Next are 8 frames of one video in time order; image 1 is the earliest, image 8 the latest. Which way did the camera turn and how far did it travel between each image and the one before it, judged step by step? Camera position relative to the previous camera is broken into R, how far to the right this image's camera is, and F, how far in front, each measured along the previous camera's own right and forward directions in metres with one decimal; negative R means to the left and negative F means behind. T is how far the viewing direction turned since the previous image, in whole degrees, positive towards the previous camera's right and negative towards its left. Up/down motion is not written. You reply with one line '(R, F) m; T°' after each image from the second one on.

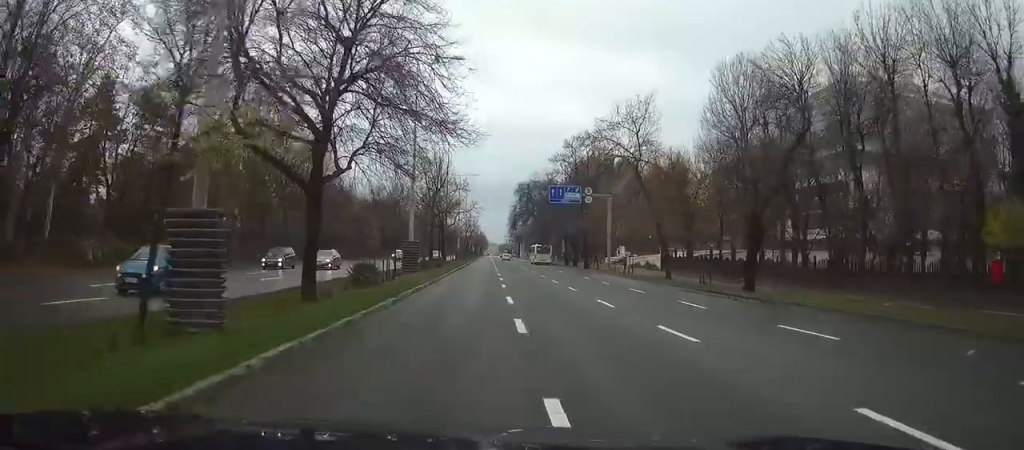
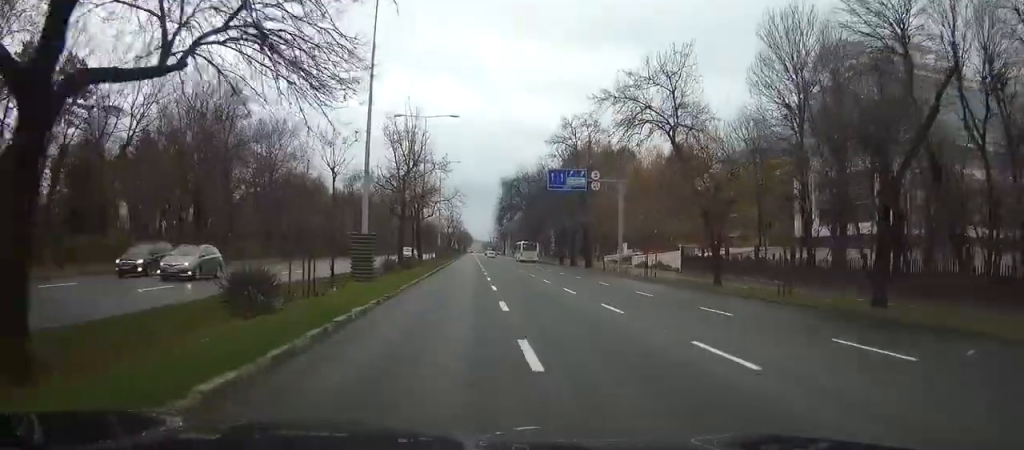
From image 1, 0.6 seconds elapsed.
(+0.2, +12.0) m; +2°
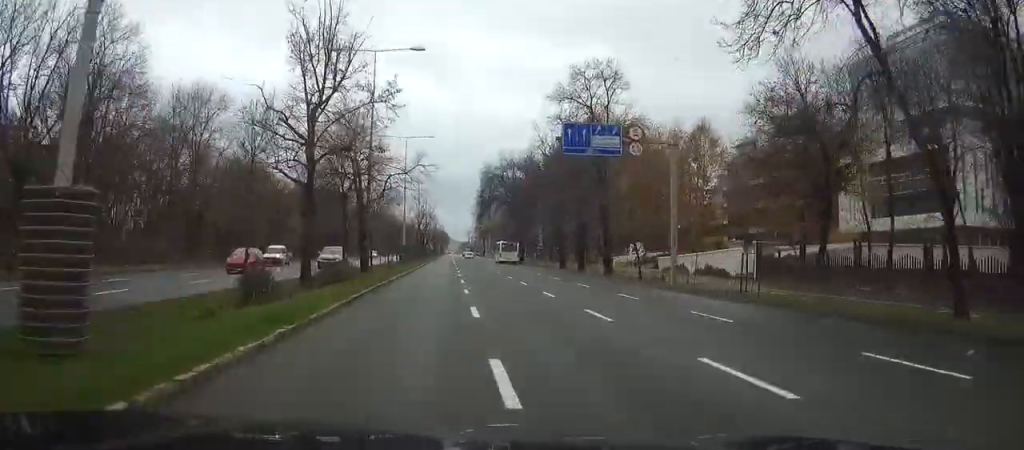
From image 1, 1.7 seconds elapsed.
(+0.5, +19.8) m; +2°
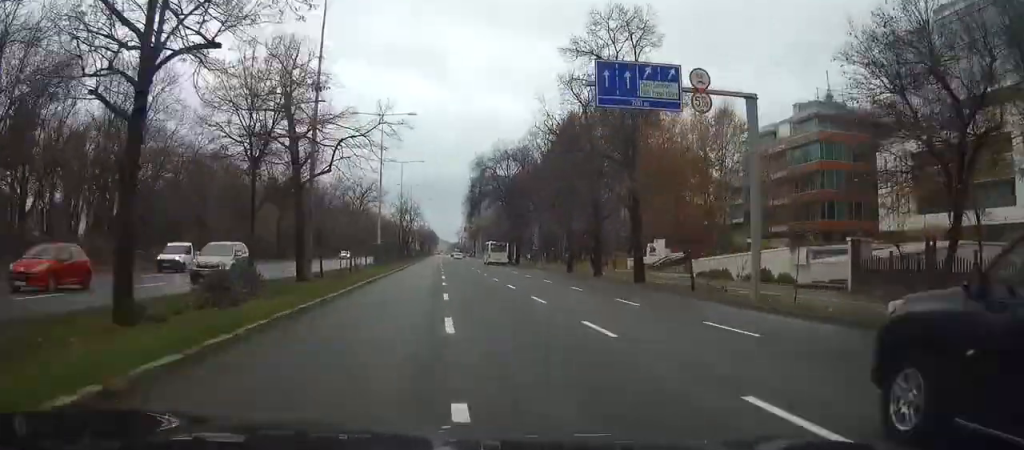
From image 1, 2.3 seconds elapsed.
(+0.1, +11.7) m; +1°
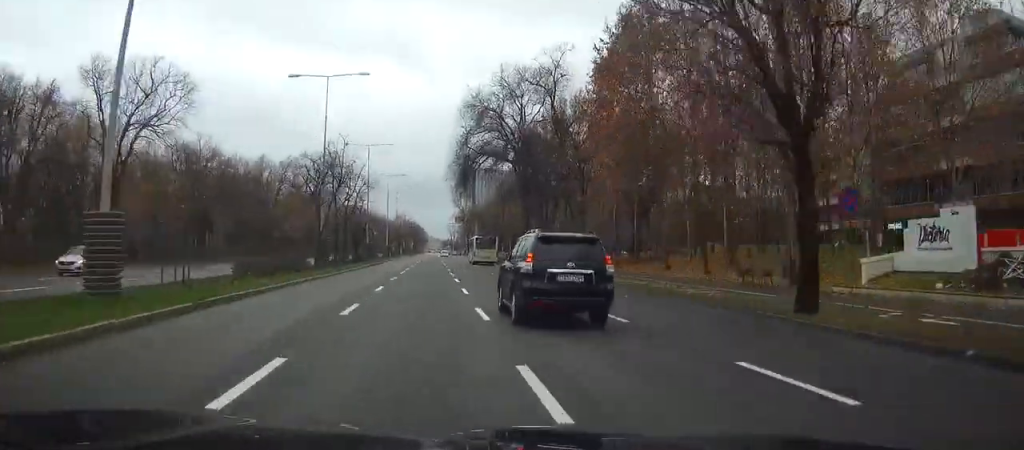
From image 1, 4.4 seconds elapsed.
(+0.6, +42.6) m; +1°
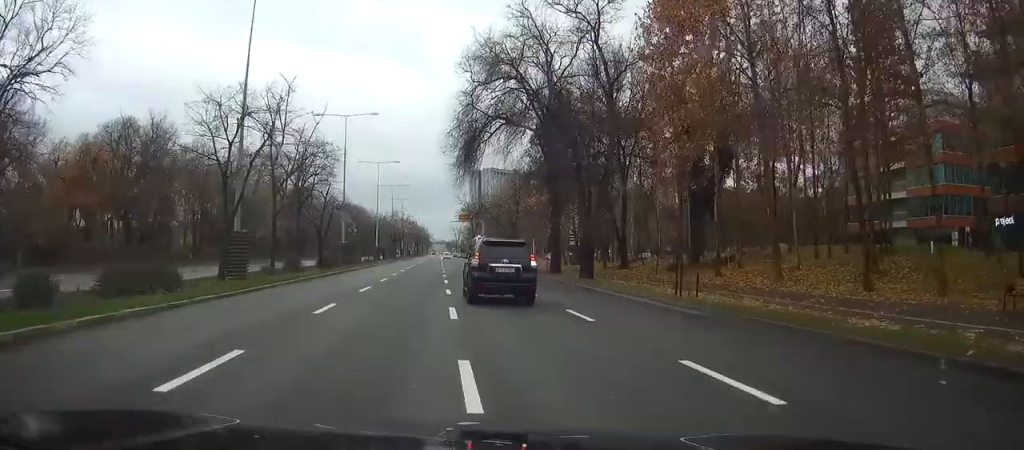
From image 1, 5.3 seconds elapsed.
(0.0, +17.5) m; 0°
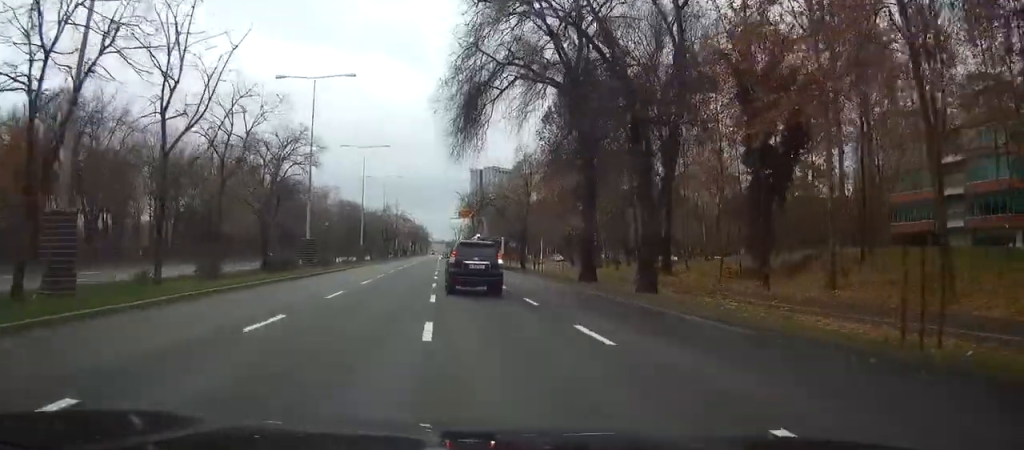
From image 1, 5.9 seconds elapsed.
(0.0, +12.8) m; 0°
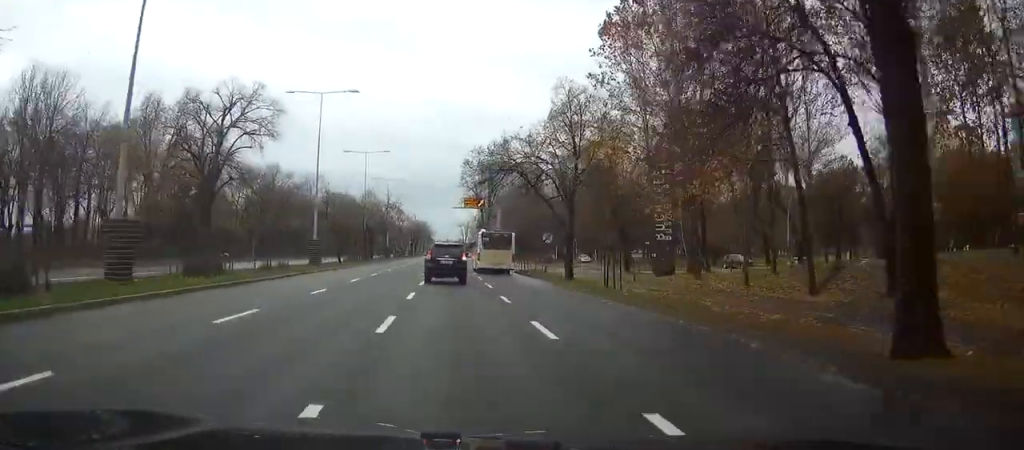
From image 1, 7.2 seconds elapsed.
(-0.2, +25.6) m; 0°
